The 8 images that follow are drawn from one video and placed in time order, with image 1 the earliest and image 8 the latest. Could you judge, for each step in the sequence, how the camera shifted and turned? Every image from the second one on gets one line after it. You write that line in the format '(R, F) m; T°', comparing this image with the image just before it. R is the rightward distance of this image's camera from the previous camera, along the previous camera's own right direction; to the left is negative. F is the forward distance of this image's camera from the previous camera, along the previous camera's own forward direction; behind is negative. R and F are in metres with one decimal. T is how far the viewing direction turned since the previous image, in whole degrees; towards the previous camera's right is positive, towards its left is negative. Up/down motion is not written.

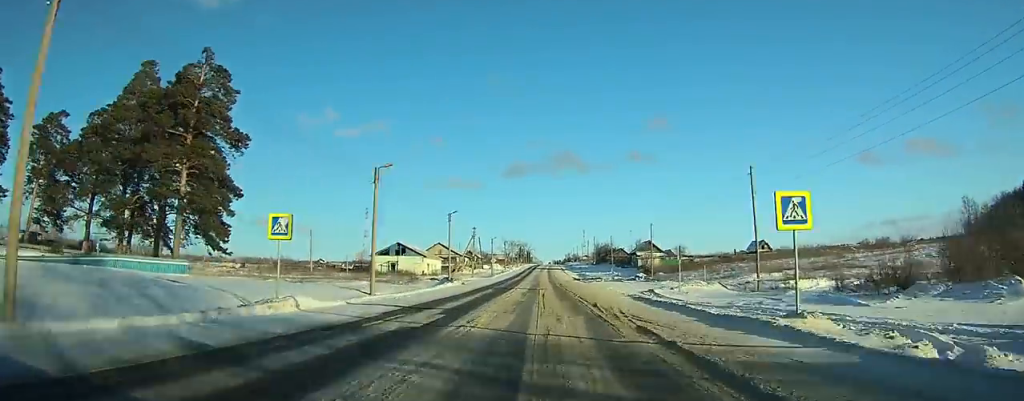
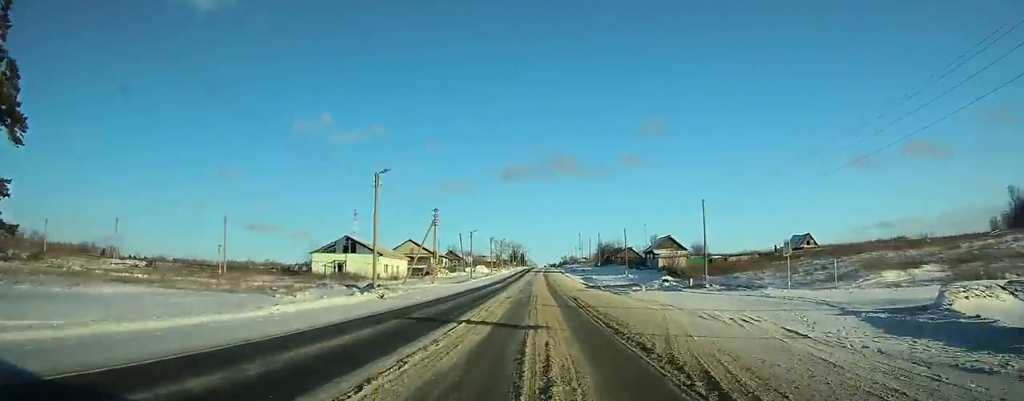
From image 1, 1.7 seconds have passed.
(+0.1, +29.3) m; 0°
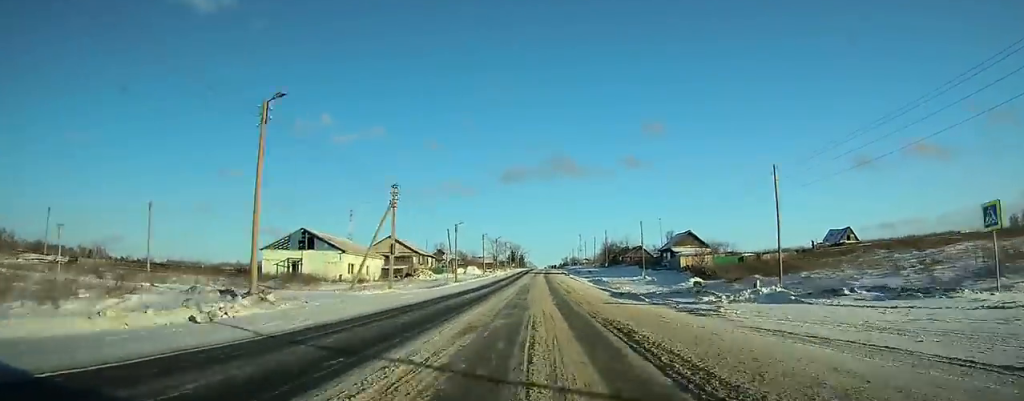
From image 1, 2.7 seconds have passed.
(0.0, +16.9) m; 0°
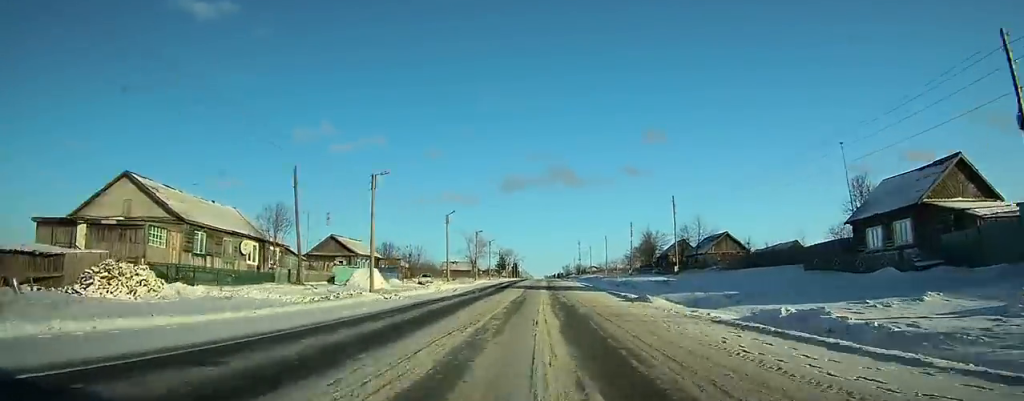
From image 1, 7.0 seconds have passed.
(+0.4, +71.9) m; +1°
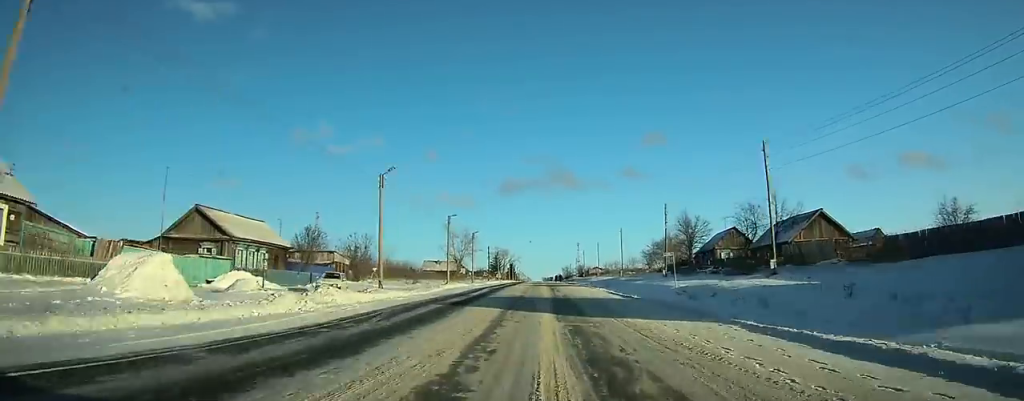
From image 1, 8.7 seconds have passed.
(+0.2, +28.8) m; 0°
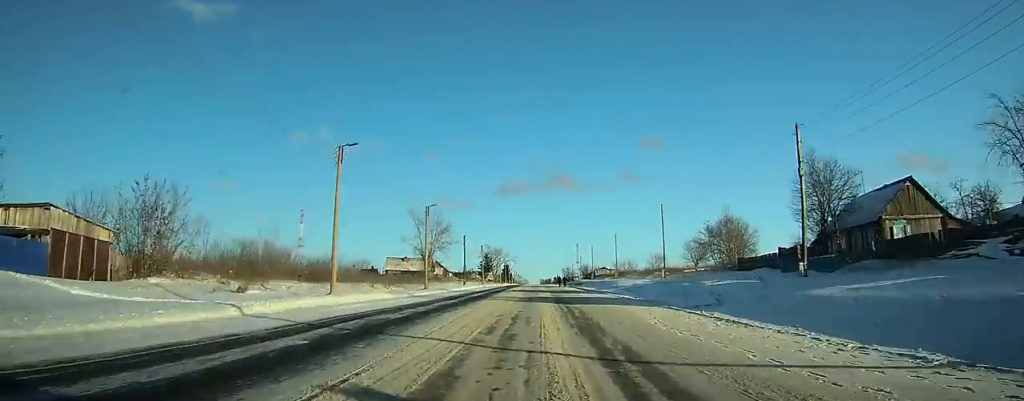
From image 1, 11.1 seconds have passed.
(-0.2, +37.9) m; -1°
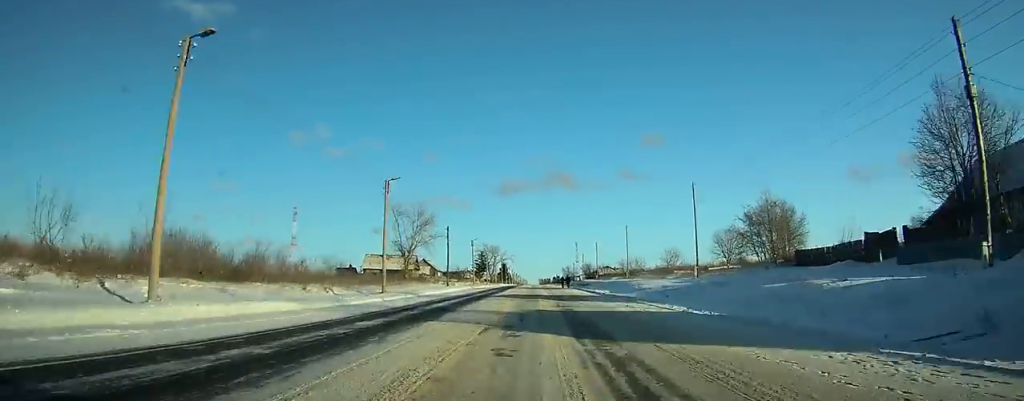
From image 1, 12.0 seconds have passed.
(0.0, +15.0) m; 0°
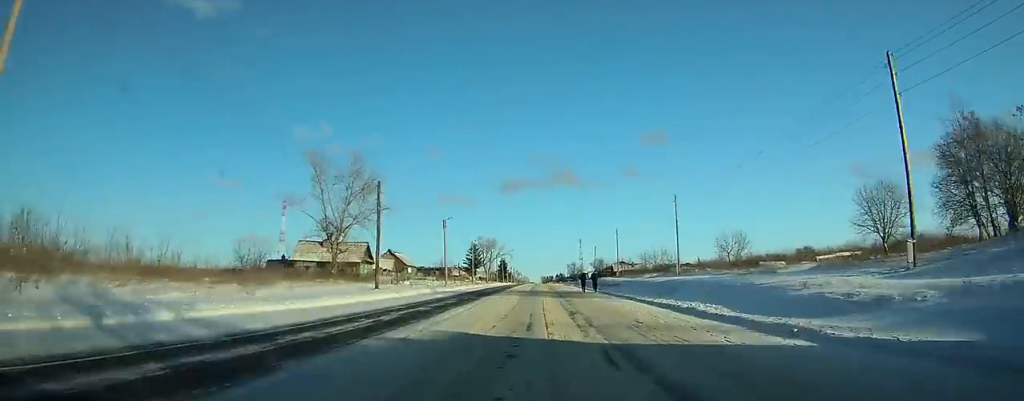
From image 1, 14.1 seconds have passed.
(-0.3, +33.6) m; -1°
